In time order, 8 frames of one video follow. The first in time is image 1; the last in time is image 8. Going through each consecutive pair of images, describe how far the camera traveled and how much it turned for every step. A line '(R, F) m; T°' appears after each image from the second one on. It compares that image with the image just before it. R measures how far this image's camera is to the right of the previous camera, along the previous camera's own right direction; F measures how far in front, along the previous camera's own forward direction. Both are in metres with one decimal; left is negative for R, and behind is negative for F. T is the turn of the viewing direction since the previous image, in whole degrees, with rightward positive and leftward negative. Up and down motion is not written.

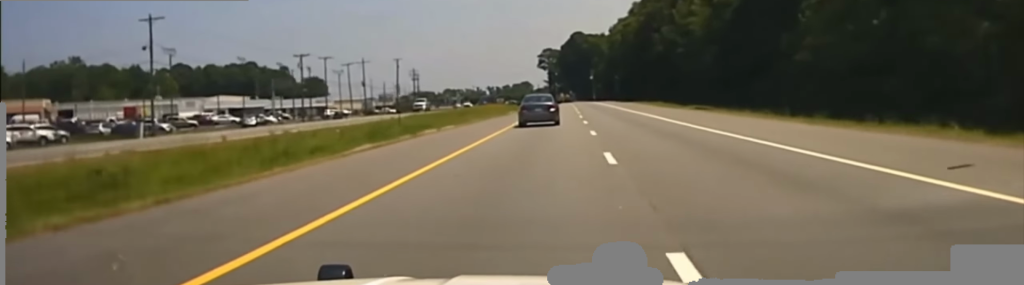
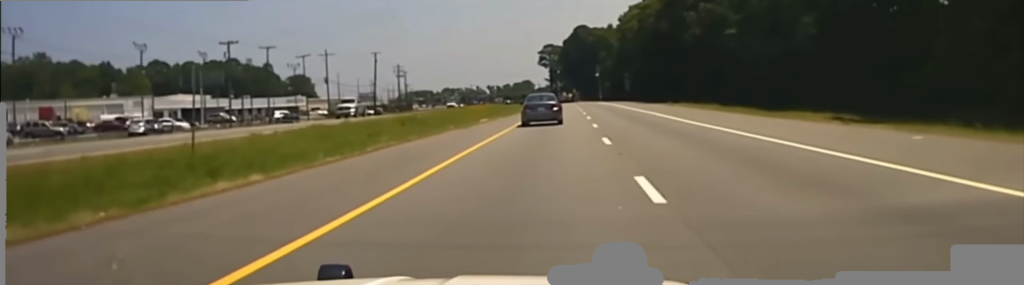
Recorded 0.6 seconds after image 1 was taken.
(0.0, +28.0) m; 0°
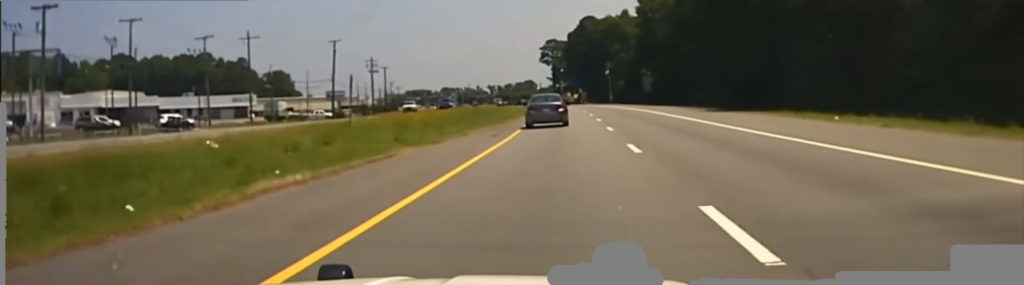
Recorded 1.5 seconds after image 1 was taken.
(-0.1, +39.8) m; 0°
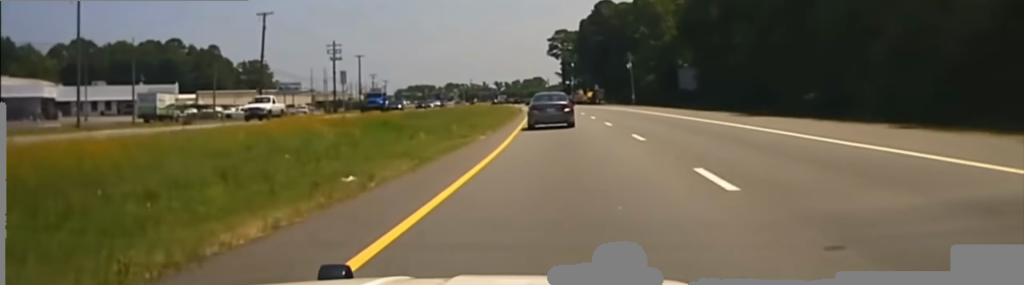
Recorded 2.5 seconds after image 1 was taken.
(-0.2, +44.7) m; -1°
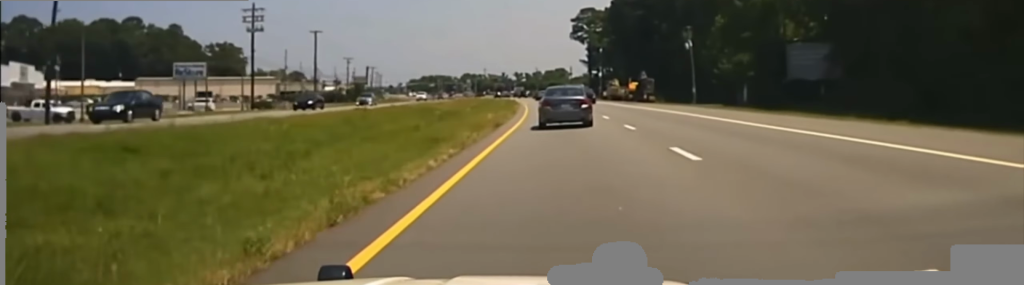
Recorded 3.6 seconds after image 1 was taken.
(-0.7, +55.8) m; -1°
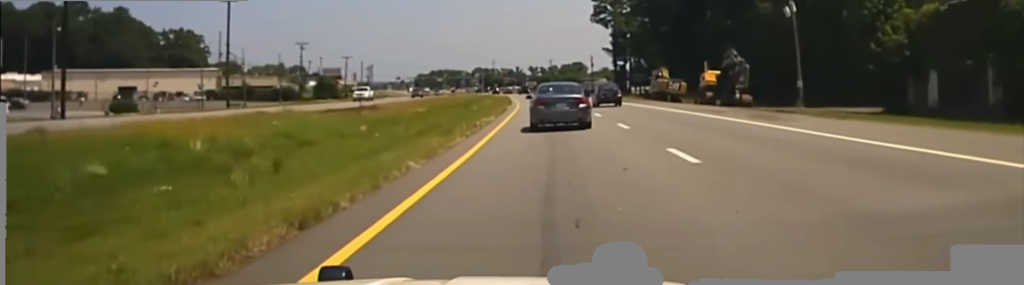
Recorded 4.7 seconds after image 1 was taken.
(-0.5, +49.4) m; -2°
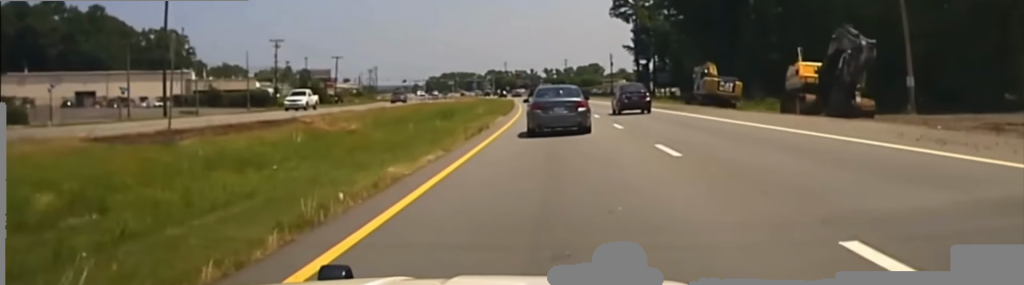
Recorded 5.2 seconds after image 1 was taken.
(+0.1, +22.7) m; -1°
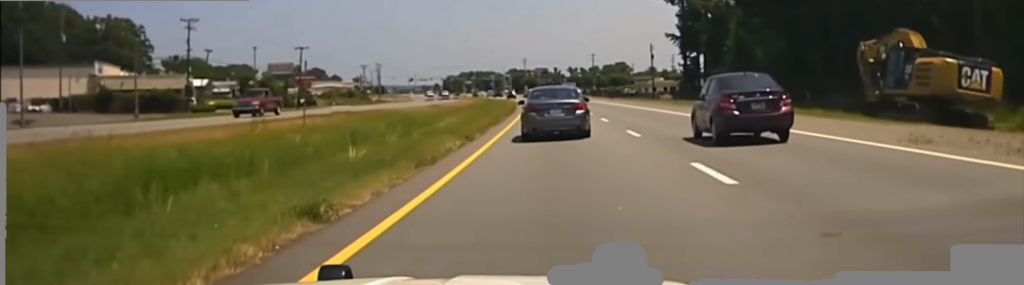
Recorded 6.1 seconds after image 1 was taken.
(-1.2, +40.9) m; -2°
